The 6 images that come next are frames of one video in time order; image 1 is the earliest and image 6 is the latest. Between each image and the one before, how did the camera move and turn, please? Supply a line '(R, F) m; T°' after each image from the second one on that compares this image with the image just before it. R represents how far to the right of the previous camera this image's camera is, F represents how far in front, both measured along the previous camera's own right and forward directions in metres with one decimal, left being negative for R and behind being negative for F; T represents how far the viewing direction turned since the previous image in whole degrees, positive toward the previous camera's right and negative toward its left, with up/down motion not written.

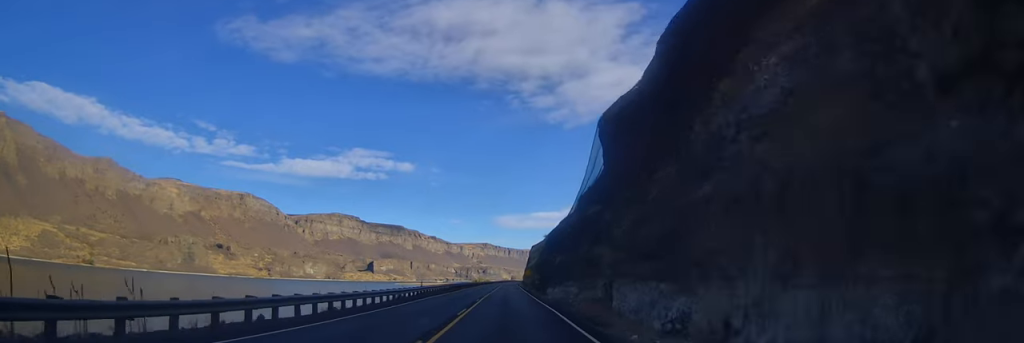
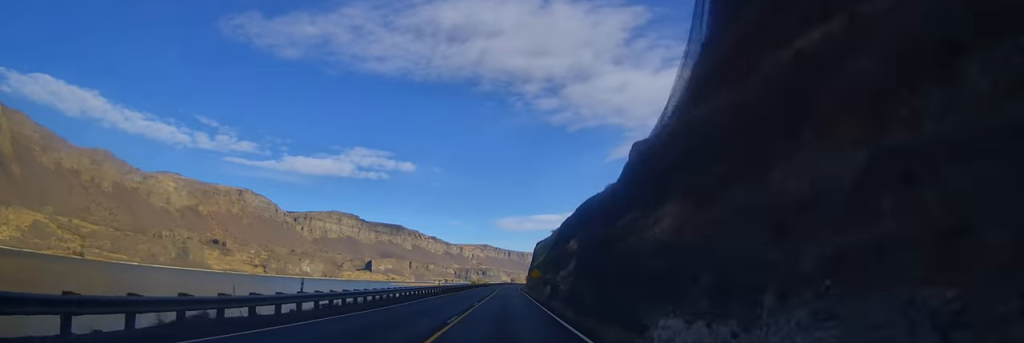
(+0.4, +32.1) m; 0°
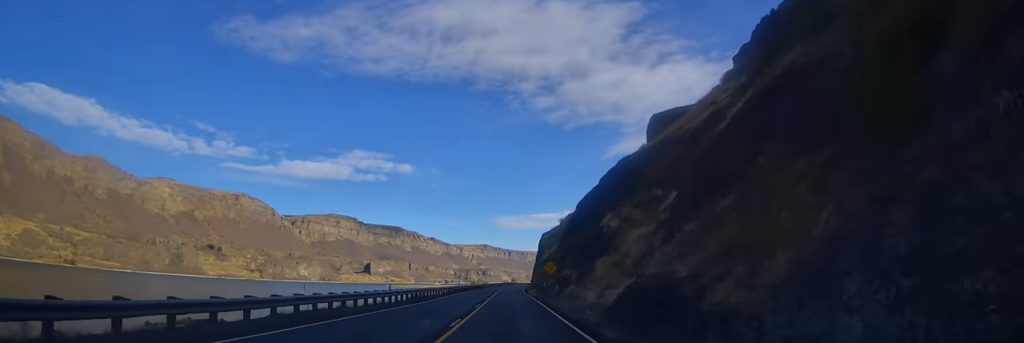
(-0.3, +27.8) m; -1°
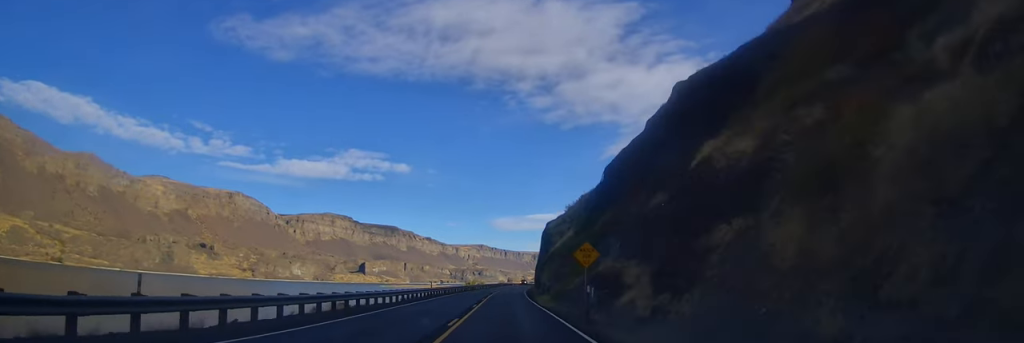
(-0.1, +25.9) m; 0°
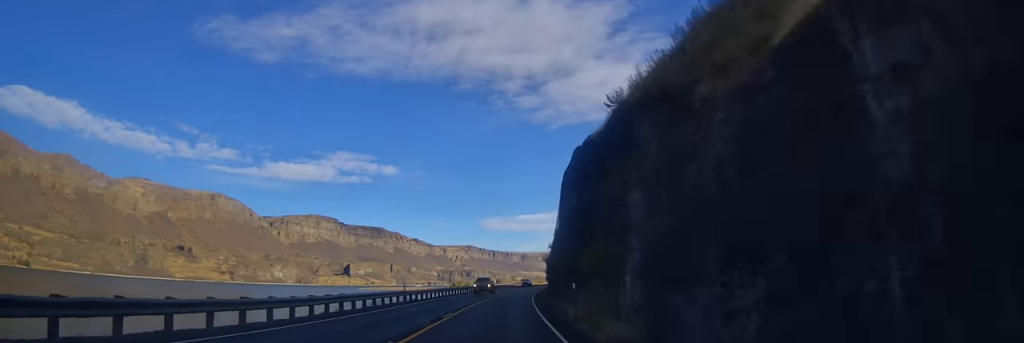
(+1.1, +59.2) m; +2°
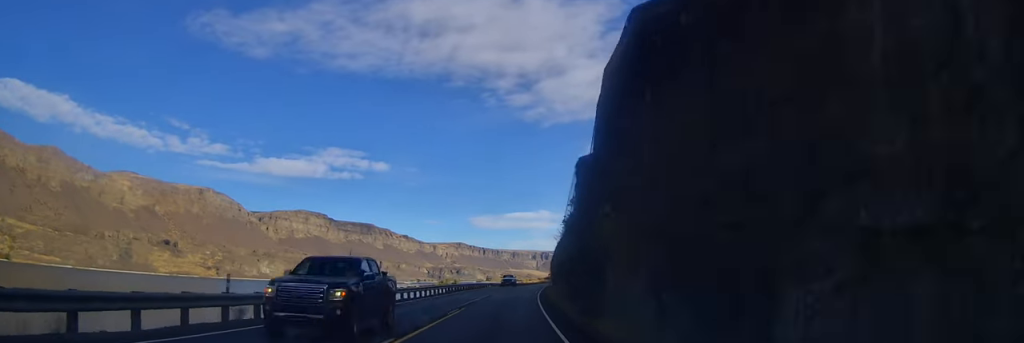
(+0.1, +24.7) m; 0°
